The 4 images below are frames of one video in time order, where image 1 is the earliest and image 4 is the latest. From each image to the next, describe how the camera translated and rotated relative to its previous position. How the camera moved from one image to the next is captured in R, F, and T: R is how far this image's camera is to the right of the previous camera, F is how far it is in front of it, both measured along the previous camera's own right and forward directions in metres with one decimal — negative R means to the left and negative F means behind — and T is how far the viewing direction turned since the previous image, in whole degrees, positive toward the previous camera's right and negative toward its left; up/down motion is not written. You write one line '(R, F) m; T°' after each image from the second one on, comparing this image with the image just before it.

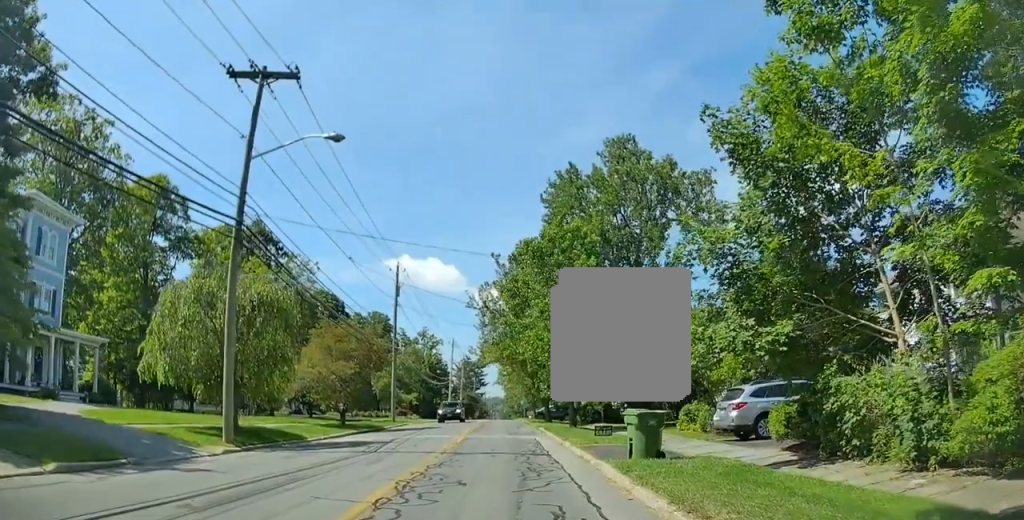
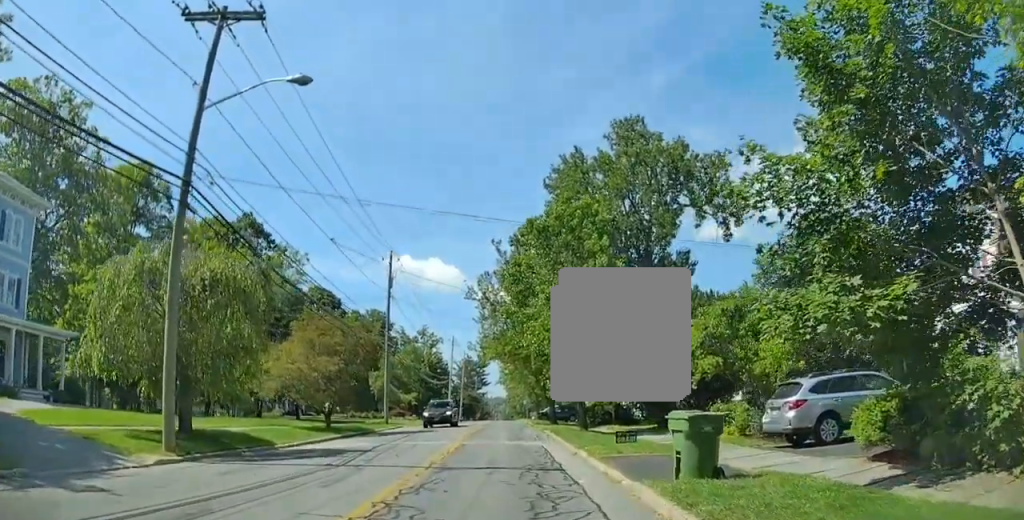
(+0.1, +3.6) m; 0°
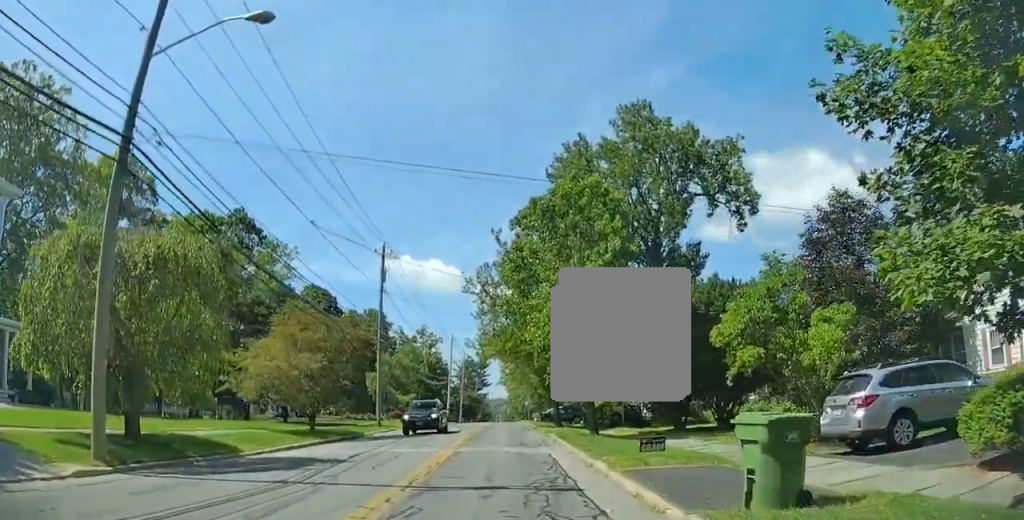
(+0.1, +3.0) m; 0°
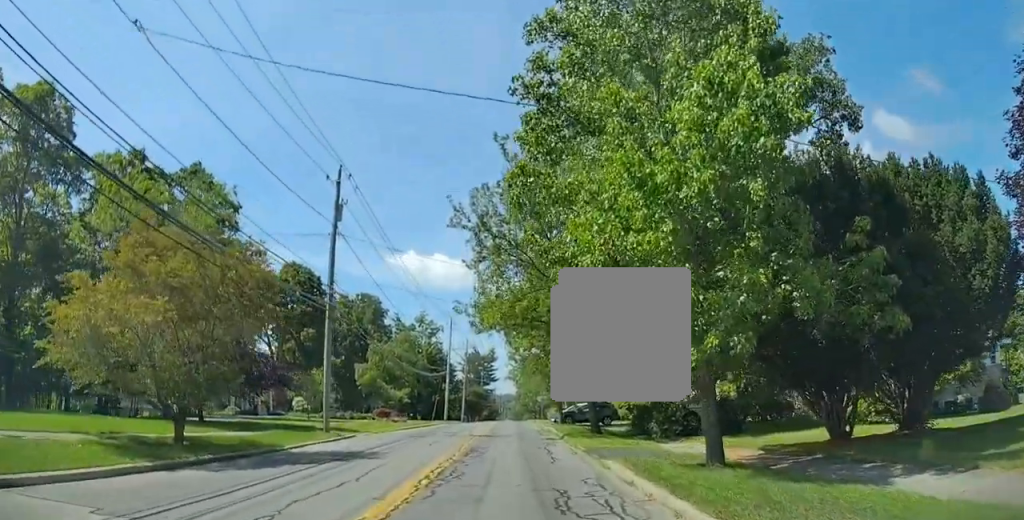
(-0.8, +13.9) m; -1°
